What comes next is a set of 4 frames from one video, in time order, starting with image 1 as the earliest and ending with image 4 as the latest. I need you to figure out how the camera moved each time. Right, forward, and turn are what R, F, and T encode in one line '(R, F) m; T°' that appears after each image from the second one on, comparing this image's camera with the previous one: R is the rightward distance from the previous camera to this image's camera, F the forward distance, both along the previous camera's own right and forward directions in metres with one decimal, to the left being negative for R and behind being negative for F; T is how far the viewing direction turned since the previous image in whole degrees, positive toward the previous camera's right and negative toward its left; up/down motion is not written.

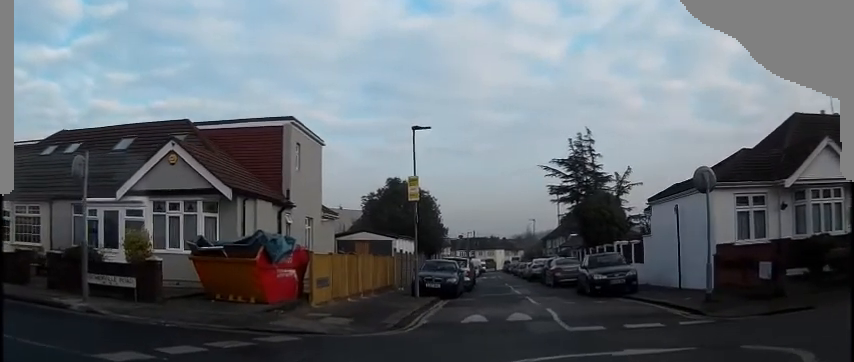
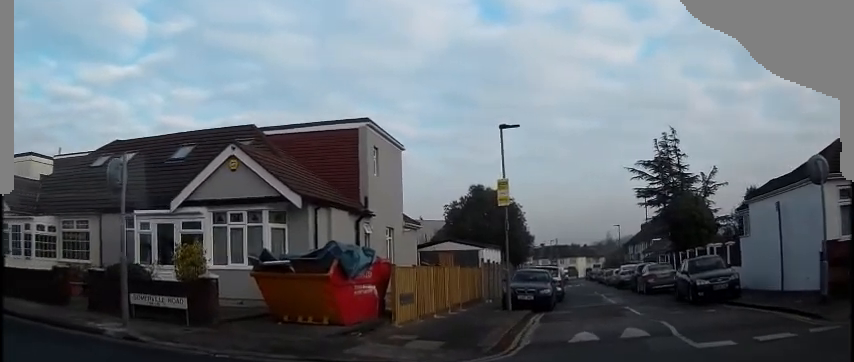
(-0.3, +1.8) m; -10°
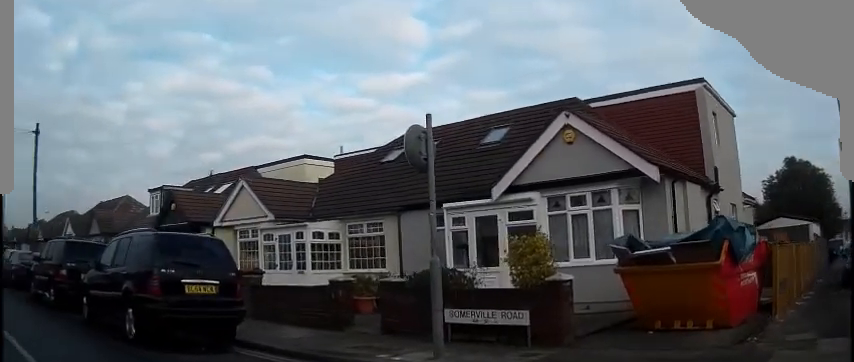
(-0.3, +3.6) m; -28°
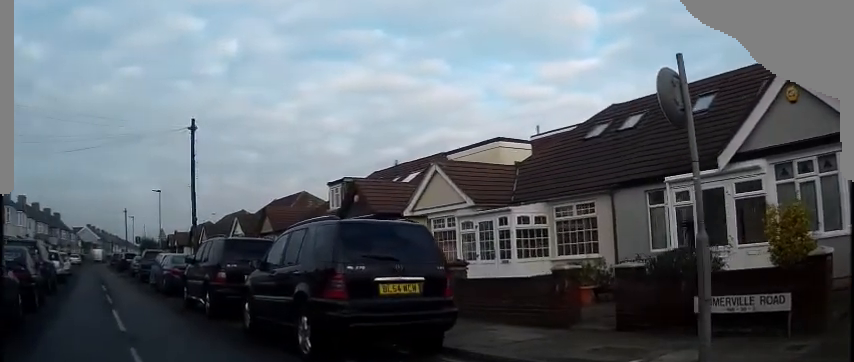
(-0.5, +2.0) m; -16°
